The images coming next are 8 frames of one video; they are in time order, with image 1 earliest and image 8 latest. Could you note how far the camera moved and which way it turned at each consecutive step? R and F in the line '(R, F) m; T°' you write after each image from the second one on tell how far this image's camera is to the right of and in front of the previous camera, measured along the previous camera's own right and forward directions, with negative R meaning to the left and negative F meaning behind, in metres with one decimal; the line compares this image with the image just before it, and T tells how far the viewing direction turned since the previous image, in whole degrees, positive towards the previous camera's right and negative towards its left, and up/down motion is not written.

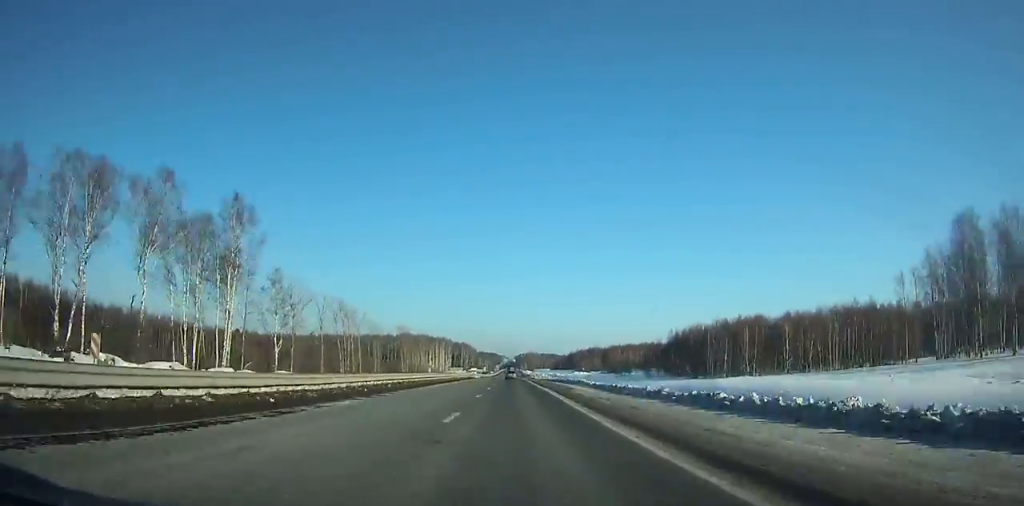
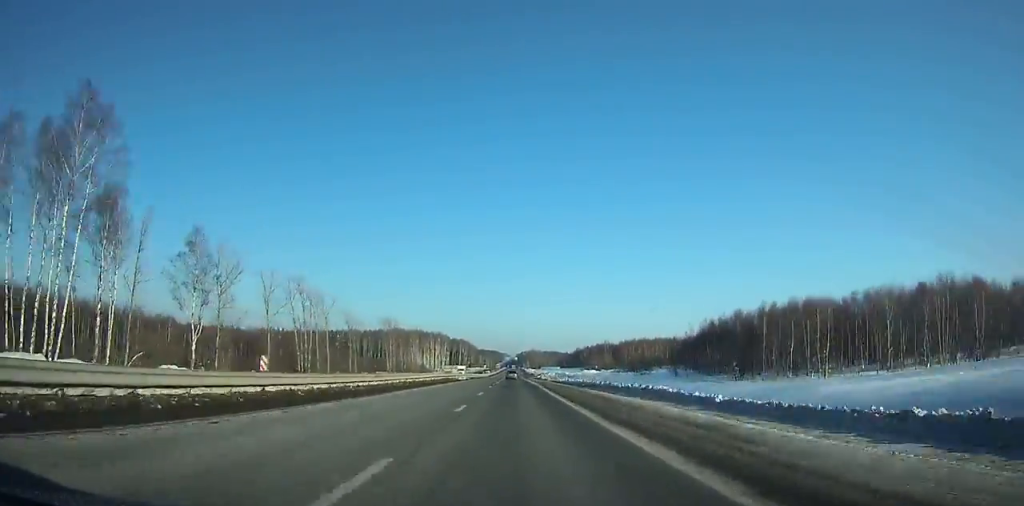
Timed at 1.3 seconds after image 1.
(0.0, +32.3) m; 0°
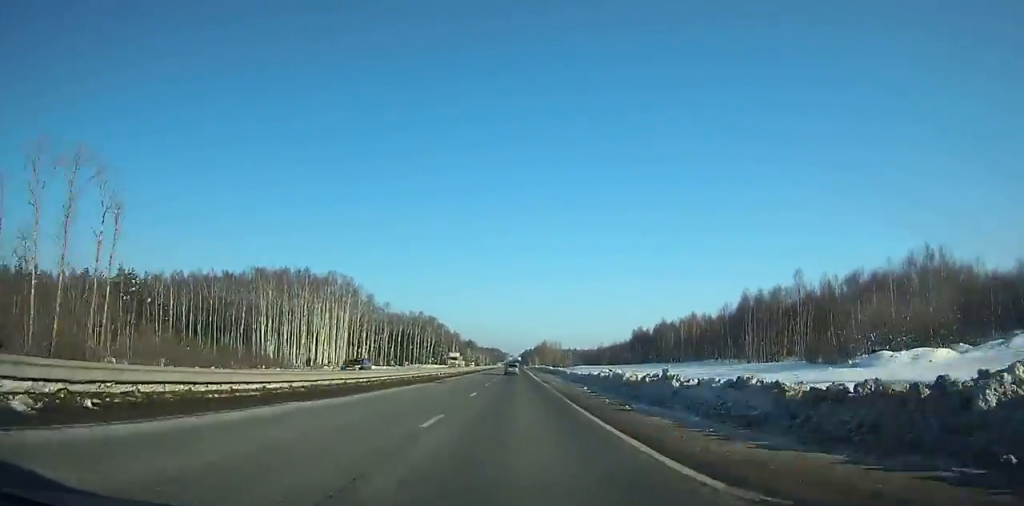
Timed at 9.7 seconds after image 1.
(-0.4, +218.6) m; 0°
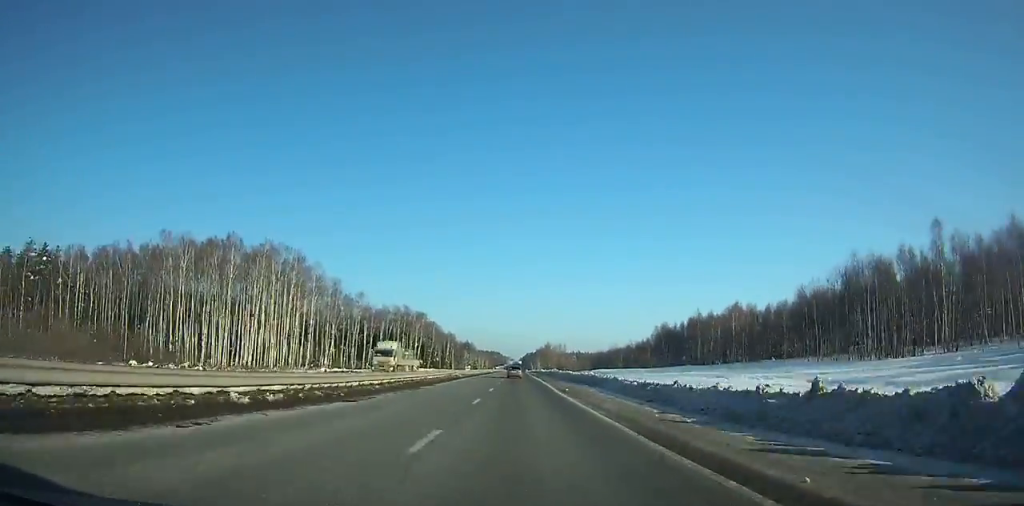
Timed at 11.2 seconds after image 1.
(+0.1, +39.4) m; 0°
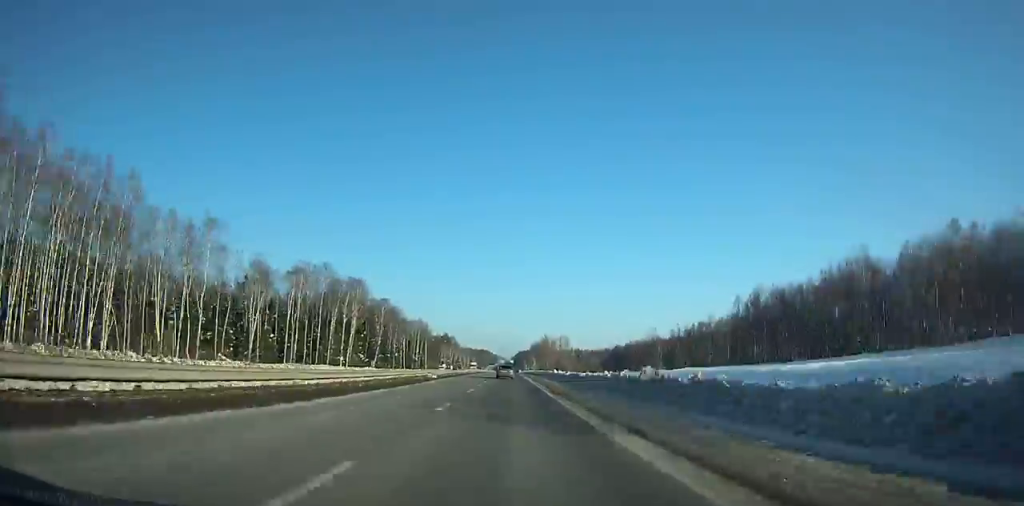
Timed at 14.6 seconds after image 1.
(+0.3, +89.4) m; 0°
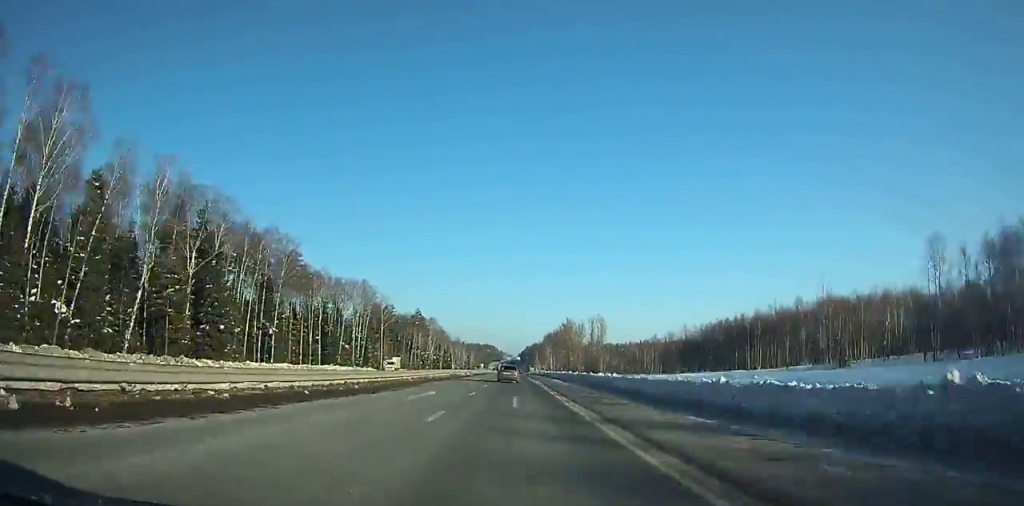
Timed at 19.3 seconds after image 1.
(-0.3, +122.4) m; 0°
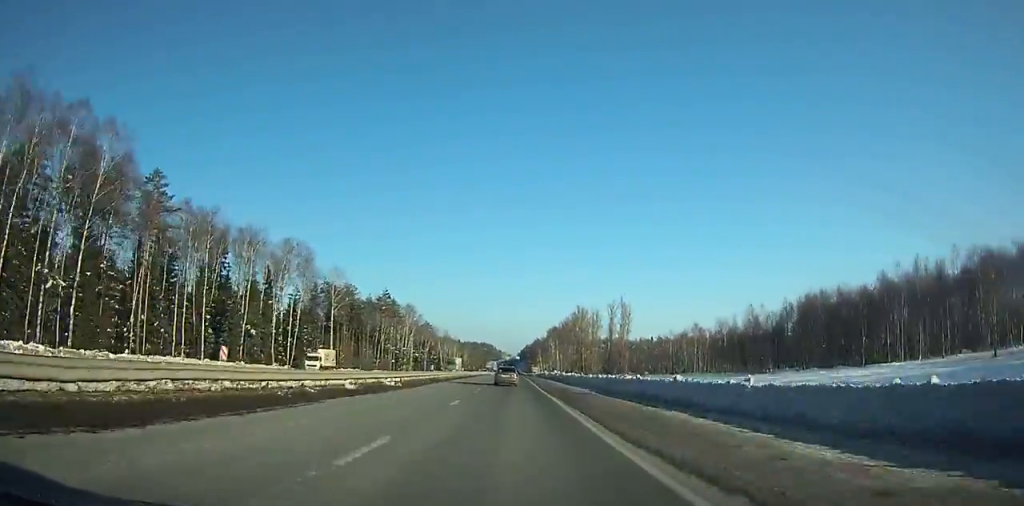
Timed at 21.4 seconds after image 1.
(-0.1, +53.8) m; 0°
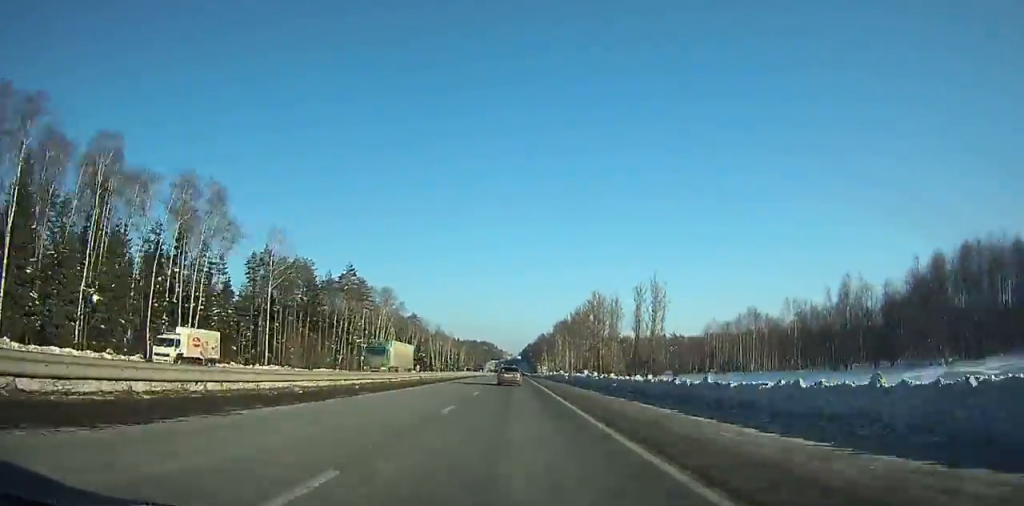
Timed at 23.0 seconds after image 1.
(0.0, +40.8) m; 0°
